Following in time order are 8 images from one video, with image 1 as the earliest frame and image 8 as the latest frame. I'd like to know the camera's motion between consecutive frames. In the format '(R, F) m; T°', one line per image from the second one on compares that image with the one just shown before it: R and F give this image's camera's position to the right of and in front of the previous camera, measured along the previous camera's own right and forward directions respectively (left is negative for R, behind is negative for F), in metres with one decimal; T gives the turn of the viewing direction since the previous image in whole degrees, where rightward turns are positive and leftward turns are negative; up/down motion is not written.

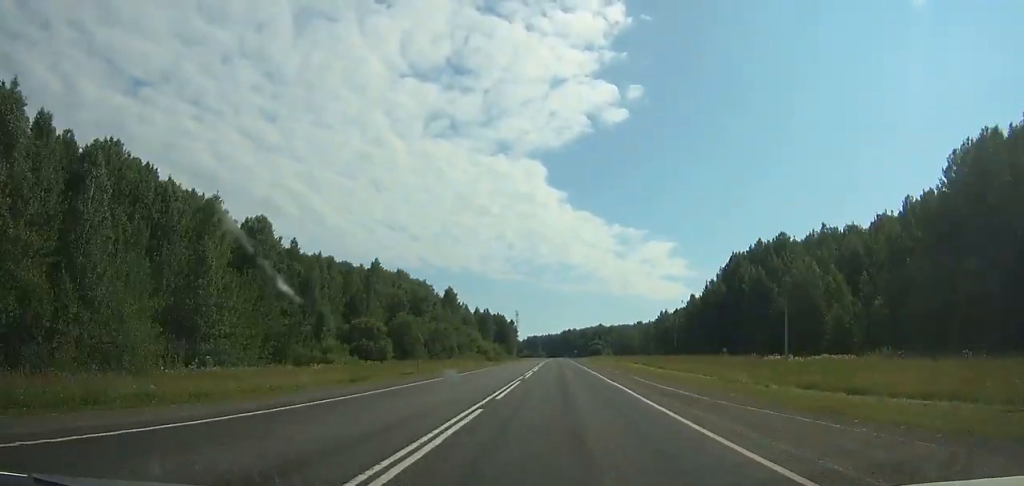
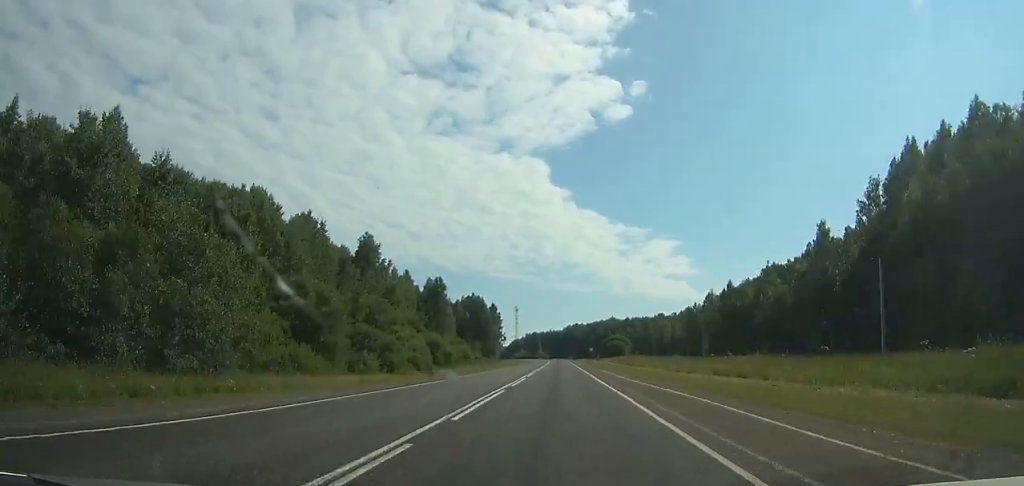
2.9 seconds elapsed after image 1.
(0.0, +76.1) m; 0°
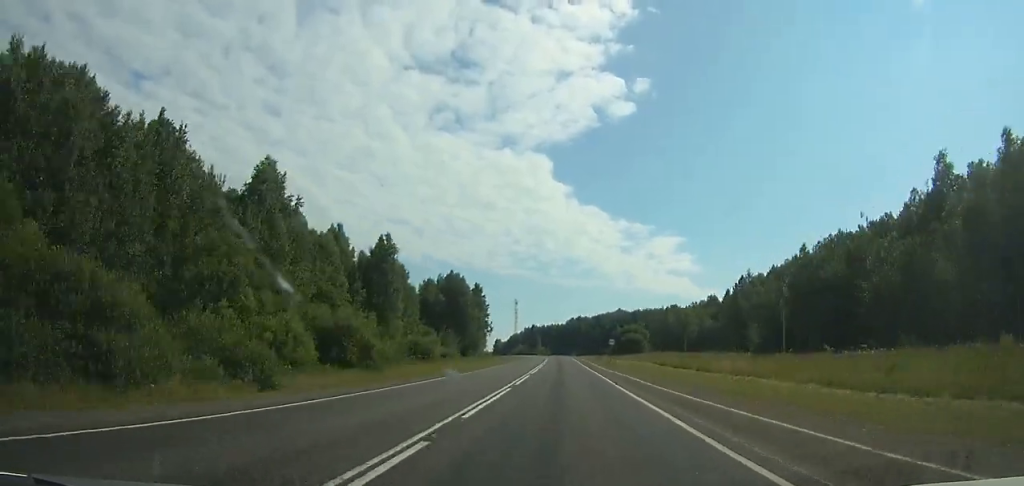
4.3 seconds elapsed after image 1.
(-0.1, +35.8) m; 0°
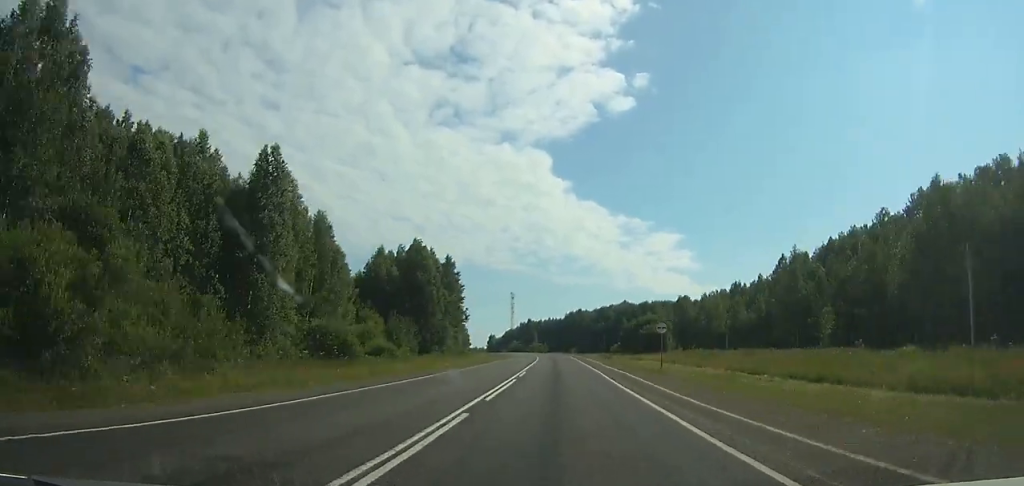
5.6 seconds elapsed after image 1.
(+0.1, +33.1) m; 0°
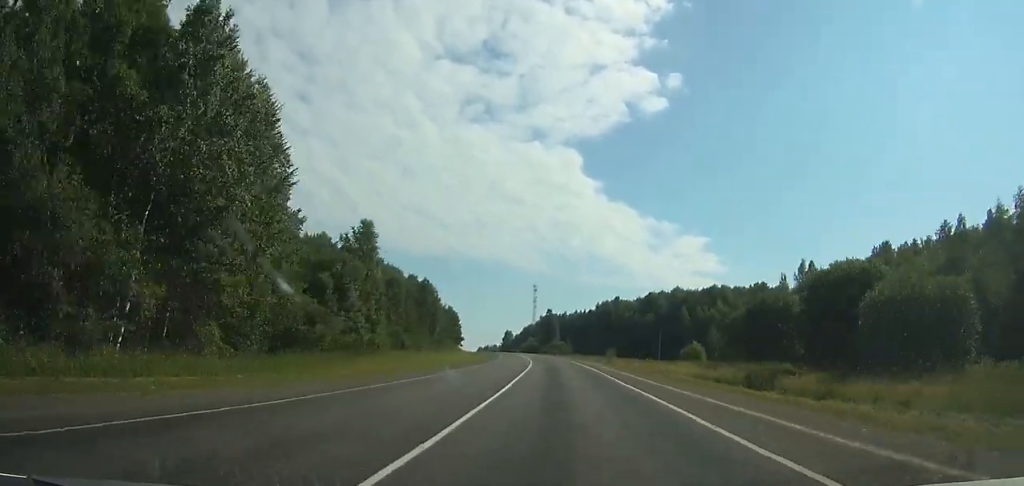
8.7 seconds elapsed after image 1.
(-0.9, +77.7) m; -2°
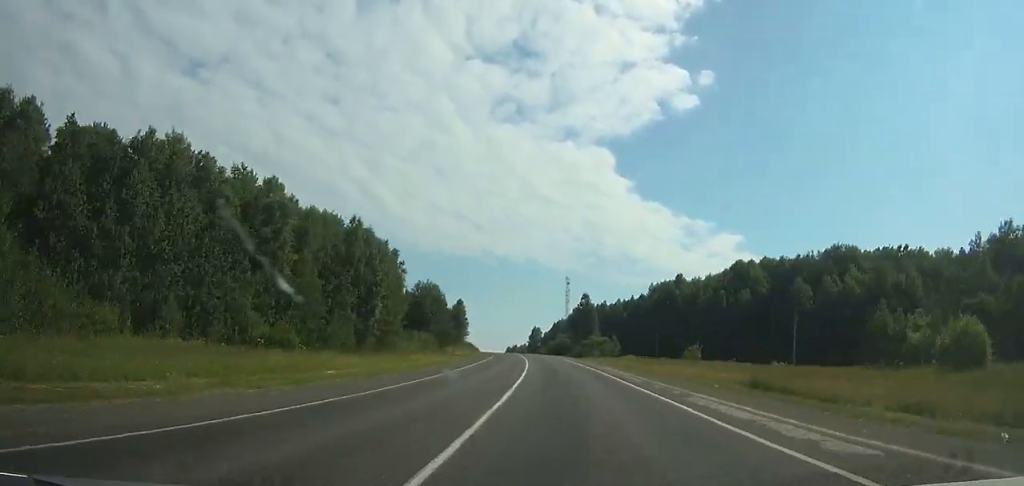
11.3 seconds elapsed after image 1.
(-1.9, +65.0) m; -3°
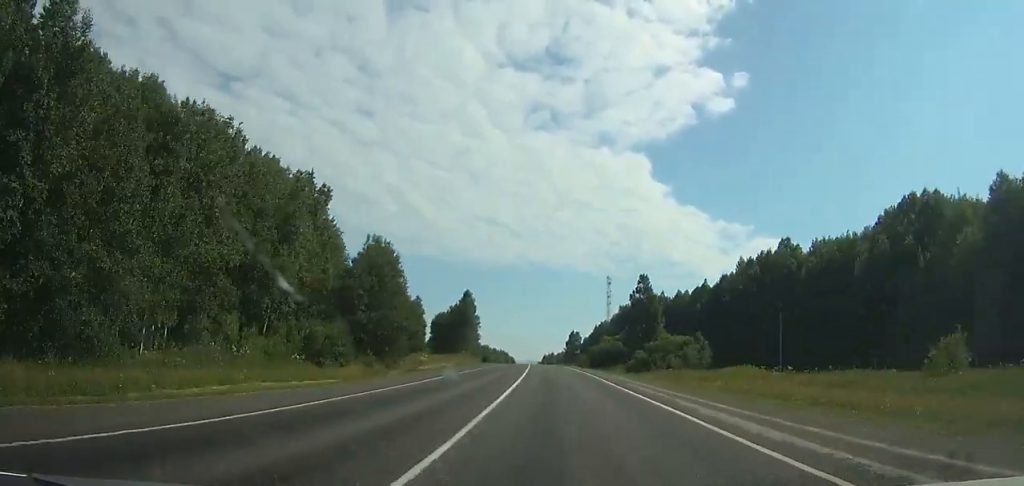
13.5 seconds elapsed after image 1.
(-1.7, +55.5) m; -3°
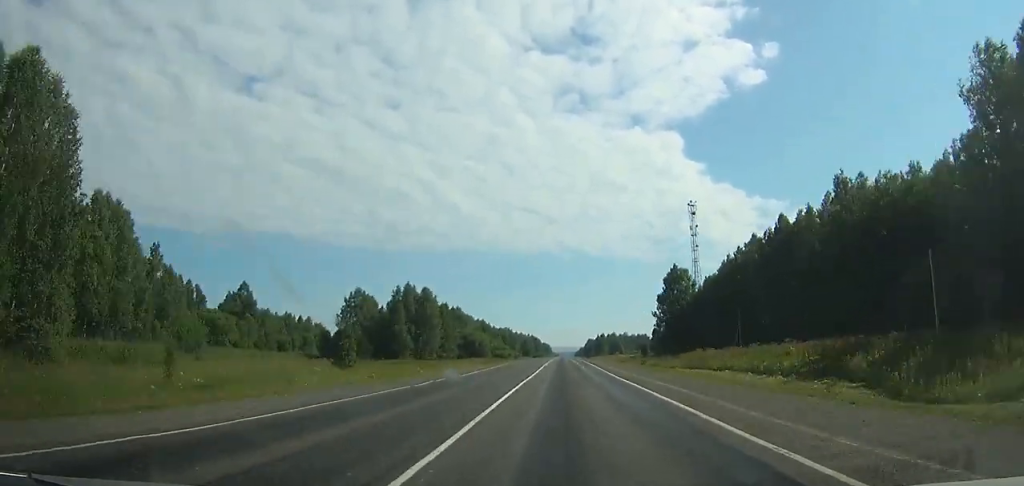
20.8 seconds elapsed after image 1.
(-9.6, +189.3) m; -4°
